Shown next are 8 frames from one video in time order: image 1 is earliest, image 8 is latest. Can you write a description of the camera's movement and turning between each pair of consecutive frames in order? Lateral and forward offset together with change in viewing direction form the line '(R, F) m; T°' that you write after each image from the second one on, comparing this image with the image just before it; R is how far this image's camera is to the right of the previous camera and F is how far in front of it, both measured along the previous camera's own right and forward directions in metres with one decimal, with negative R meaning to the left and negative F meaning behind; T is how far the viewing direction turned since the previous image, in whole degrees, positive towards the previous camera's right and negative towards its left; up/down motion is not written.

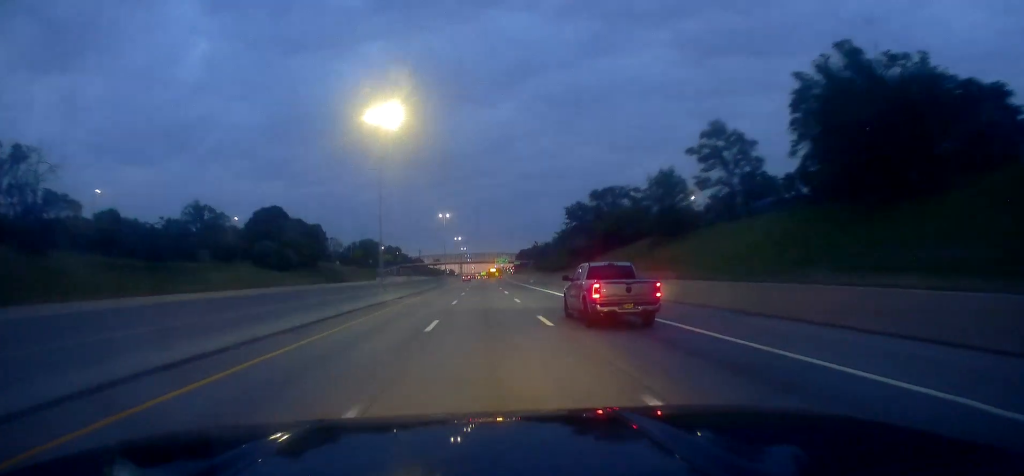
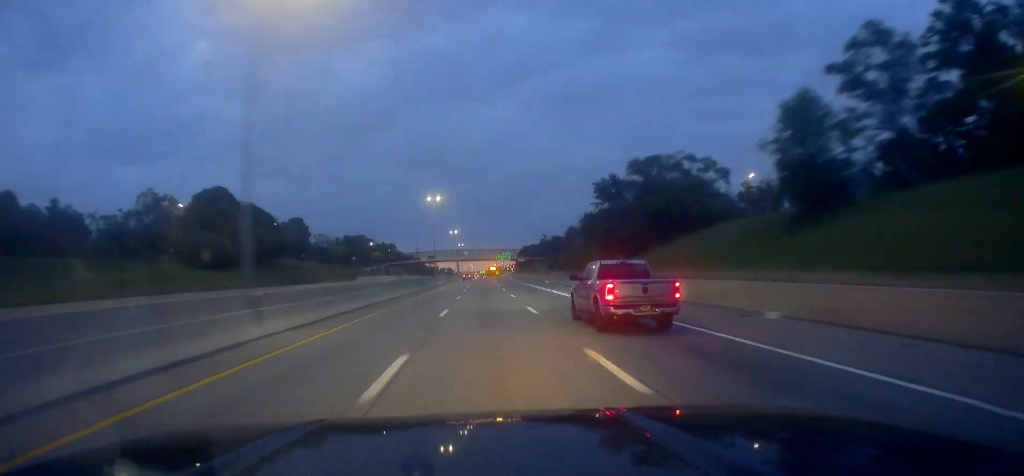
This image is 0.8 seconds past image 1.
(-0.1, +25.3) m; 0°
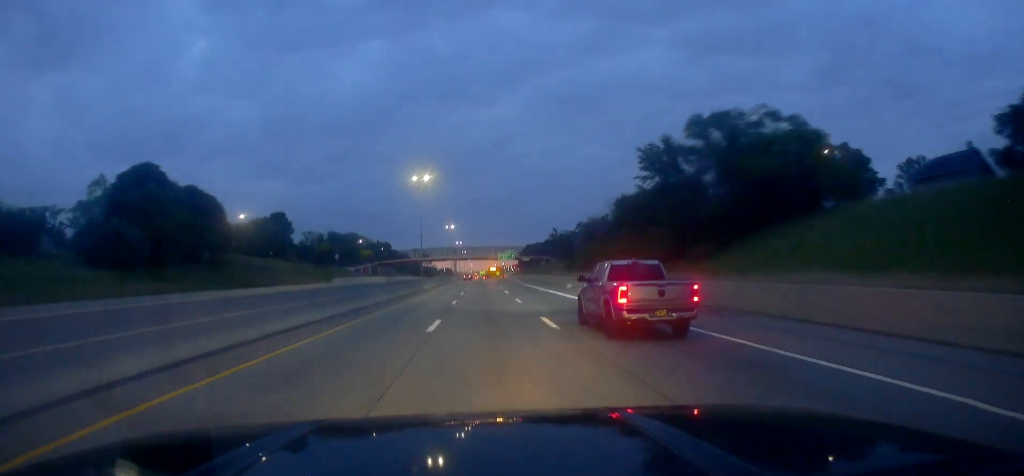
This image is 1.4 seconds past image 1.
(0.0, +20.7) m; 0°
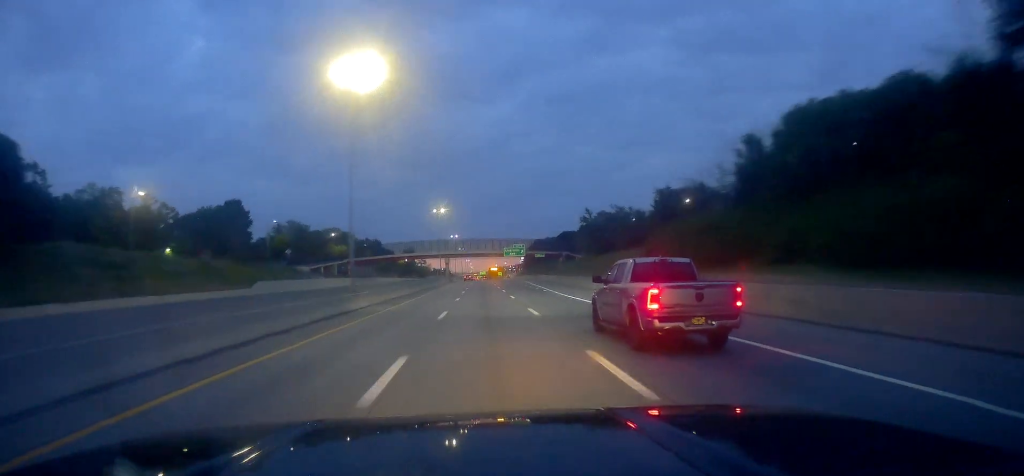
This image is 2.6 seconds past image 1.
(0.0, +39.2) m; 0°
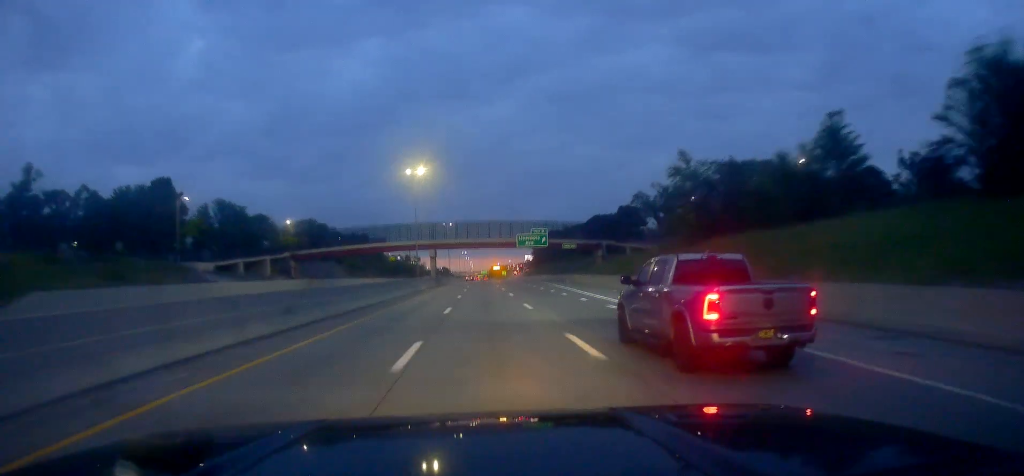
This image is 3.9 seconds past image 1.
(+0.4, +41.4) m; +1°
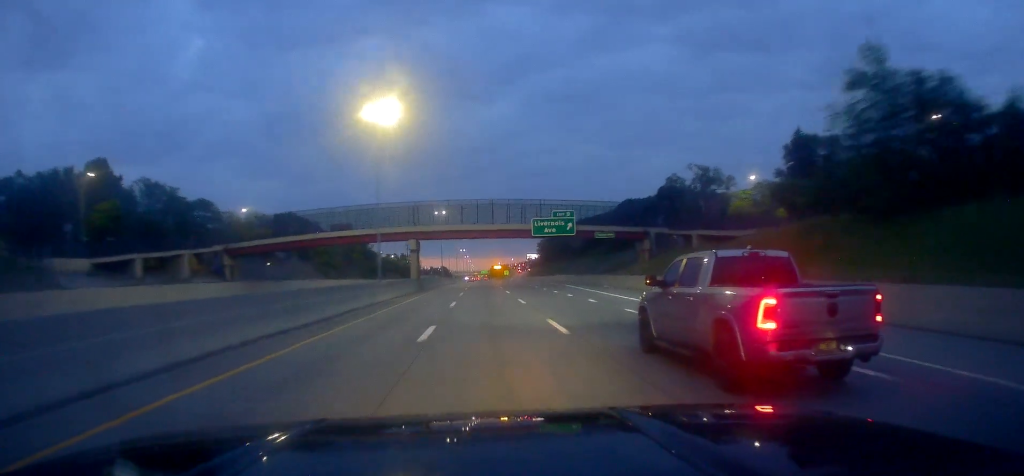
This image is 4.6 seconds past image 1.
(+0.2, +25.3) m; 0°
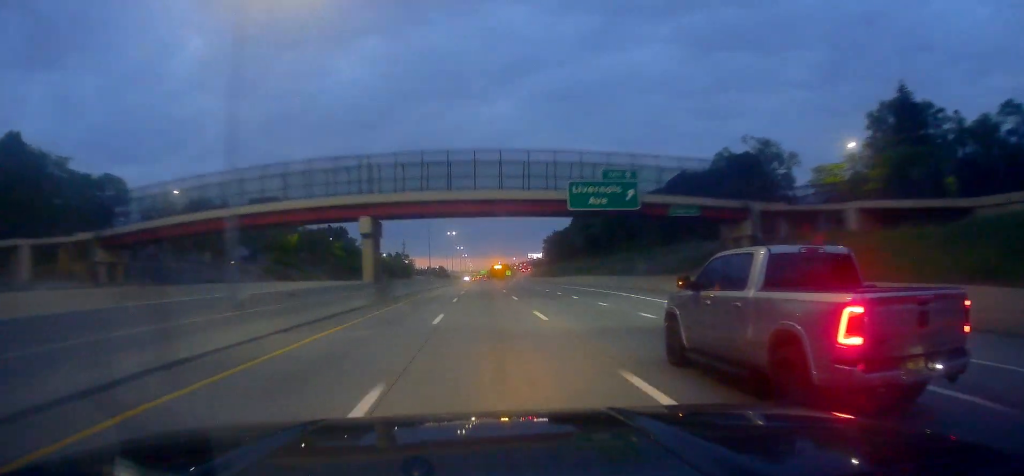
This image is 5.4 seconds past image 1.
(0.0, +25.5) m; 0°
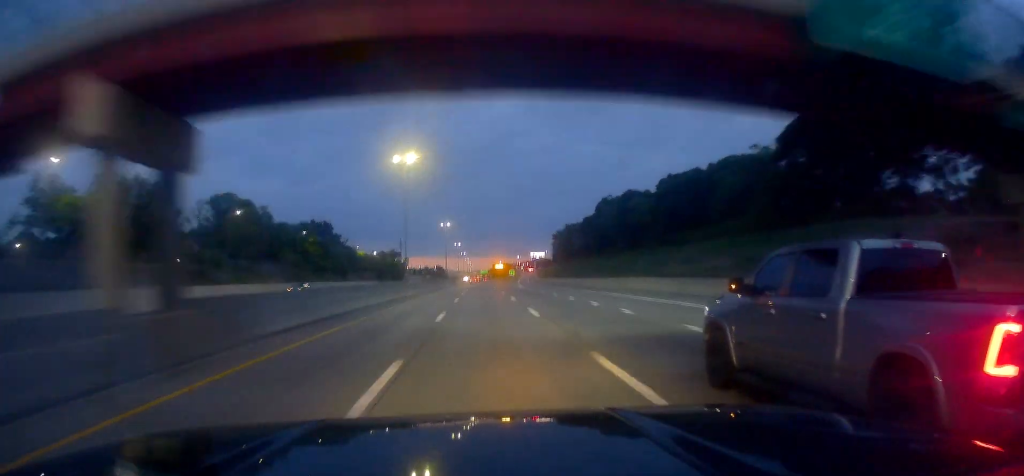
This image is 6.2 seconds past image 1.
(+0.1, +28.0) m; -1°
